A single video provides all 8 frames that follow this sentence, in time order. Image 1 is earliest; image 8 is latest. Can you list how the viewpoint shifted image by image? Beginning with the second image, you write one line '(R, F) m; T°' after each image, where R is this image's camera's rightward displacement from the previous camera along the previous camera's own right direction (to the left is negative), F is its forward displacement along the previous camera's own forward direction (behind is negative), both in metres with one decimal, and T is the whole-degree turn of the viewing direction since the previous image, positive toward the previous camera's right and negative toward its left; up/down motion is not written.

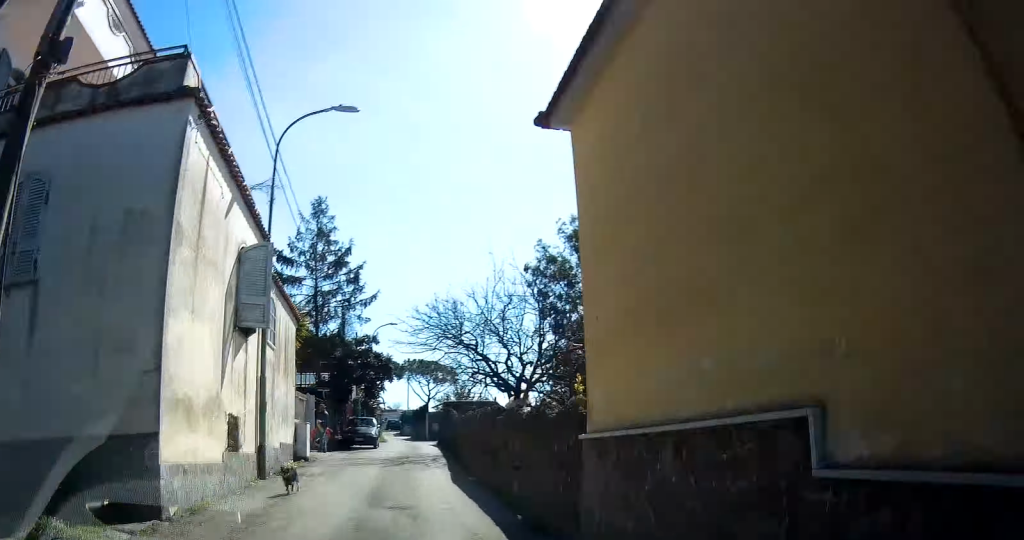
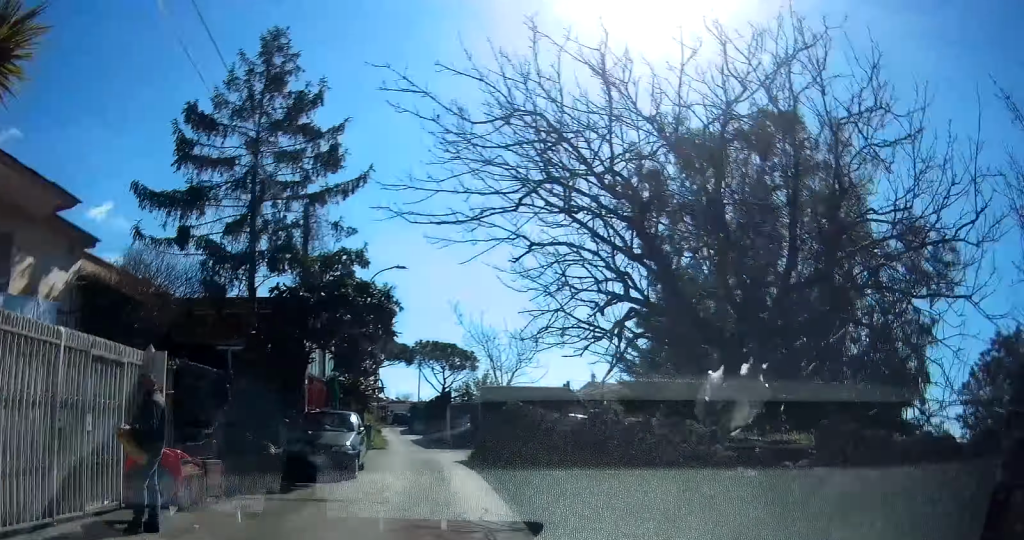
(+0.3, +18.3) m; 0°
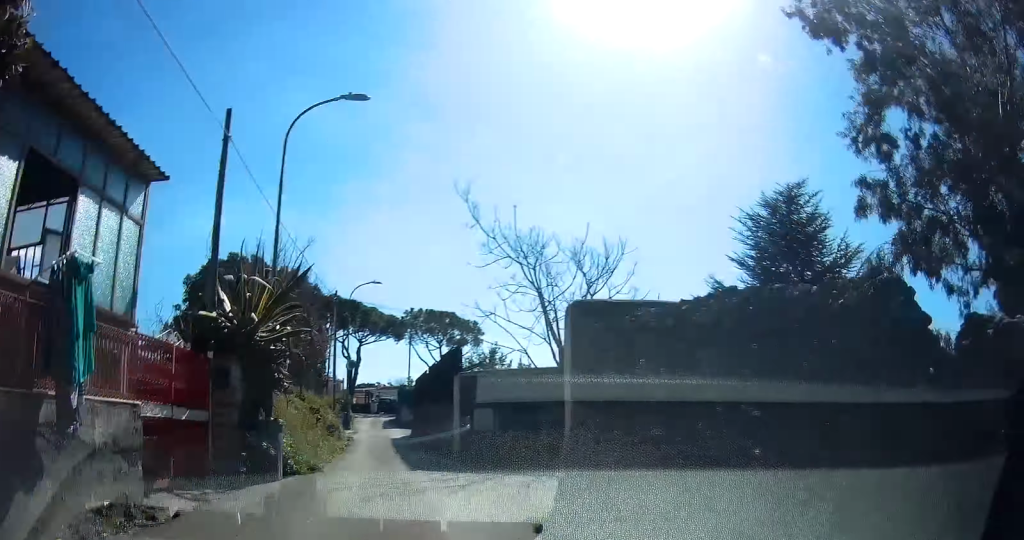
(-0.3, +14.7) m; -1°
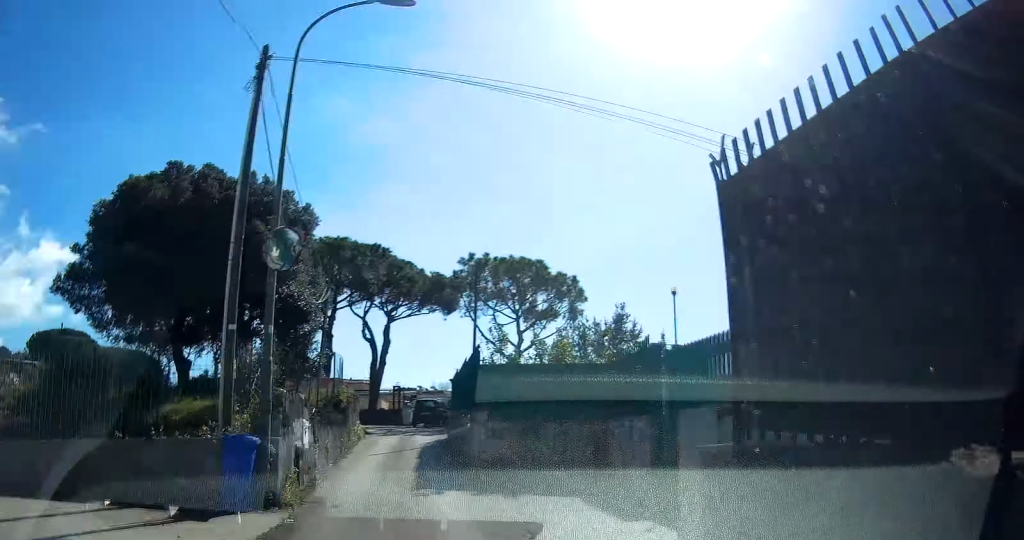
(-0.5, +25.1) m; -6°
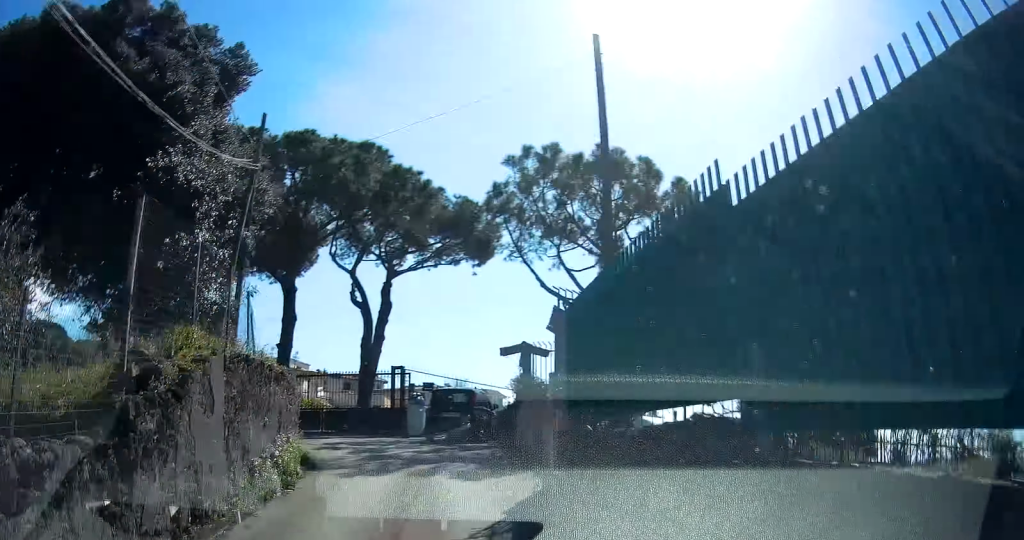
(+0.6, +15.0) m; -6°
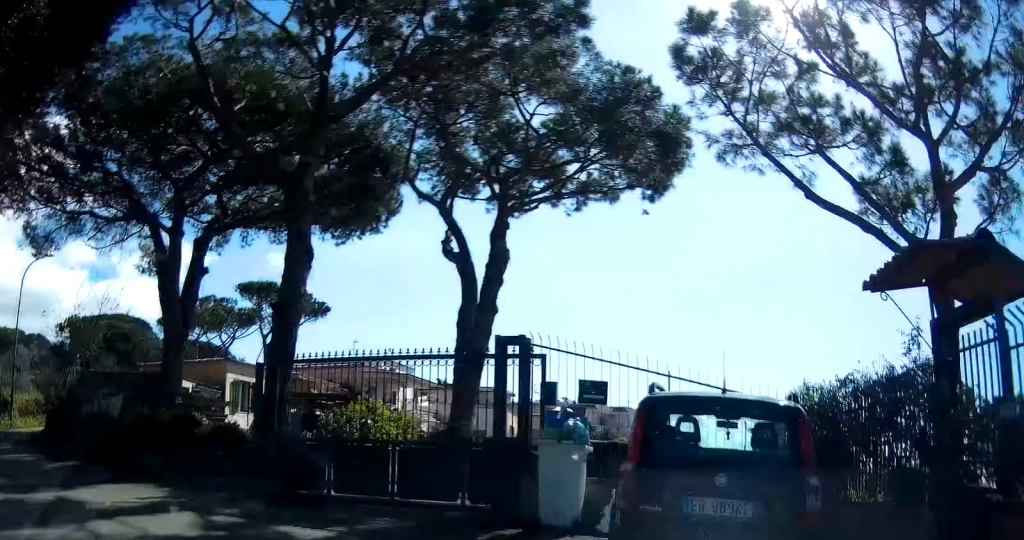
(-2.3, +15.6) m; -12°
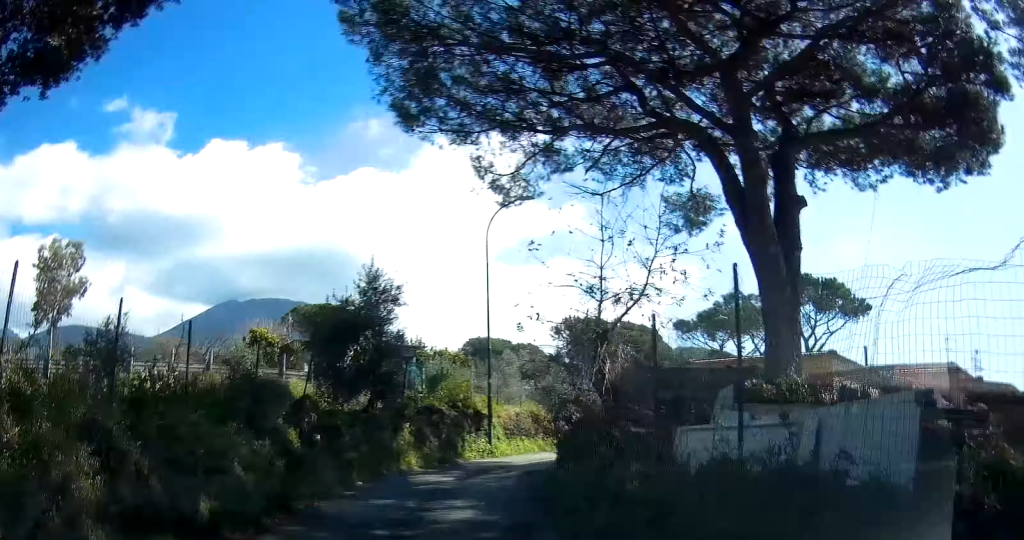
(-1.3, +14.5) m; -8°
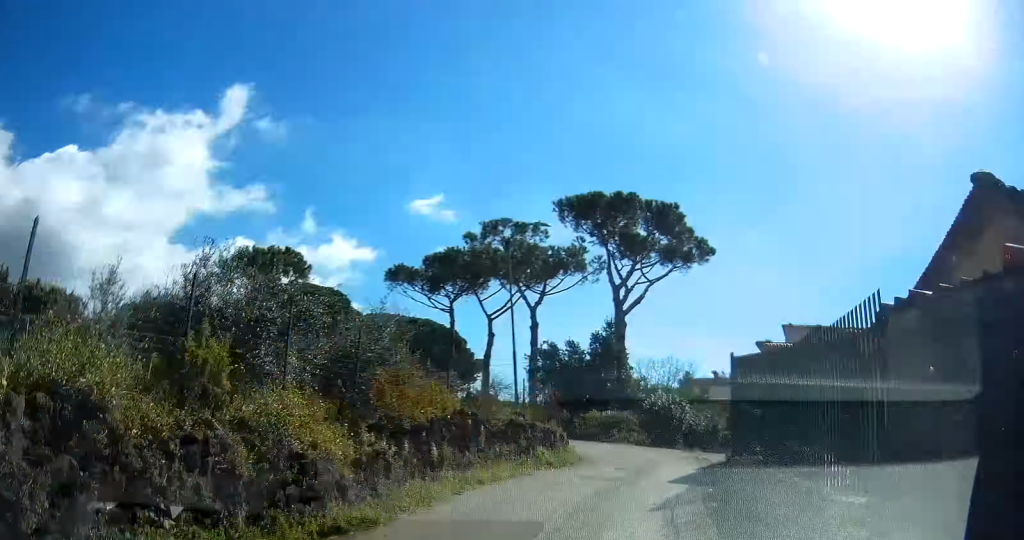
(-3.0, +20.0) m; -4°
